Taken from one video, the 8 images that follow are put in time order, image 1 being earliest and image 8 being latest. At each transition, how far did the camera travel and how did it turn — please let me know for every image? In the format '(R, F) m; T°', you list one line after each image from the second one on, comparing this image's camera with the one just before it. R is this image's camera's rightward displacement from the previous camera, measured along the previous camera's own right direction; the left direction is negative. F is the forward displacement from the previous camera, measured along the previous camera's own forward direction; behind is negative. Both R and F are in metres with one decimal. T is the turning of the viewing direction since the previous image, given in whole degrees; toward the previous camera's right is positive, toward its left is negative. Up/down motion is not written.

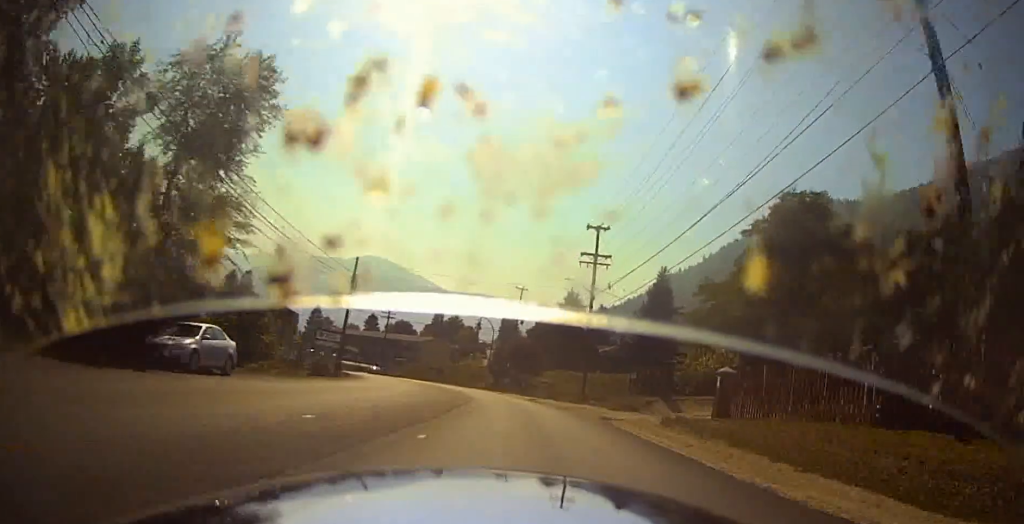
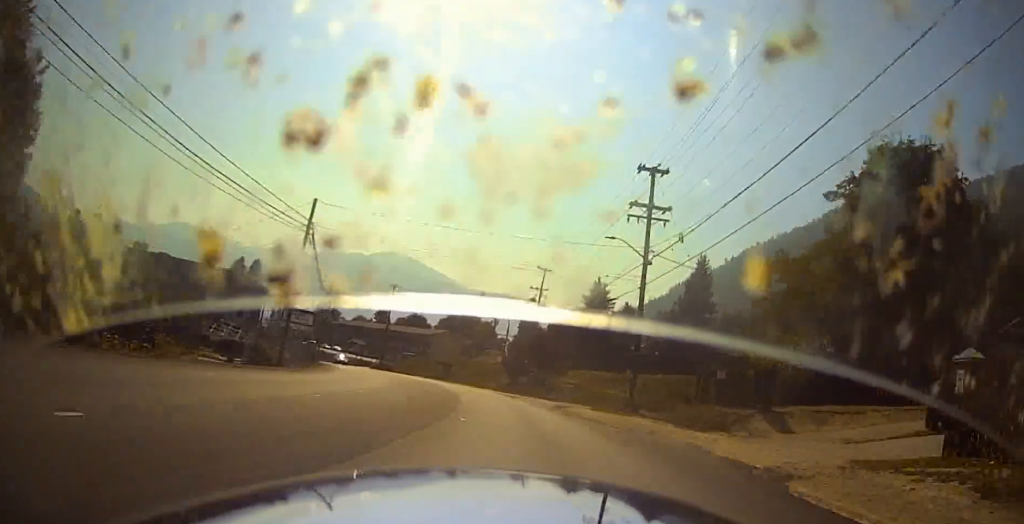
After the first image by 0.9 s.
(-0.3, +16.1) m; -2°
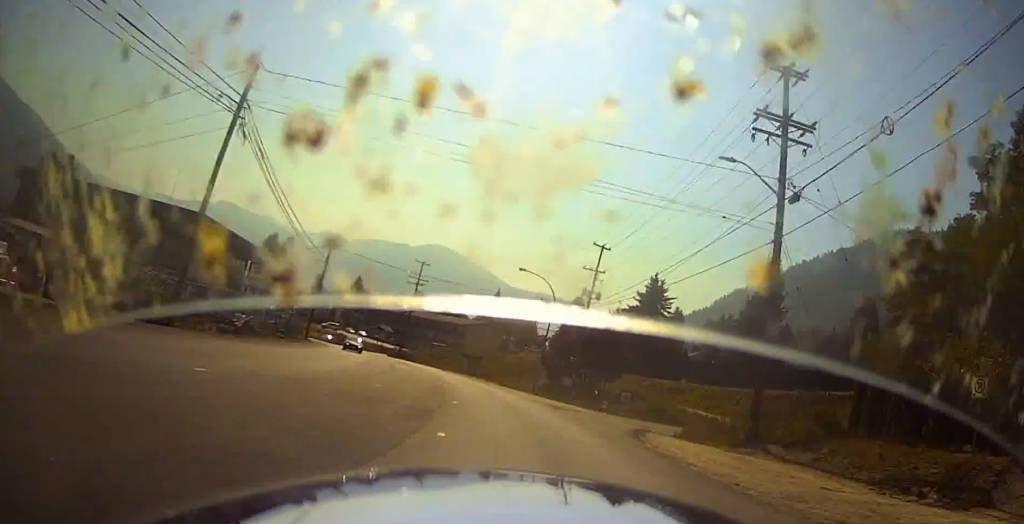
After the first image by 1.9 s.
(+0.1, +15.8) m; -4°
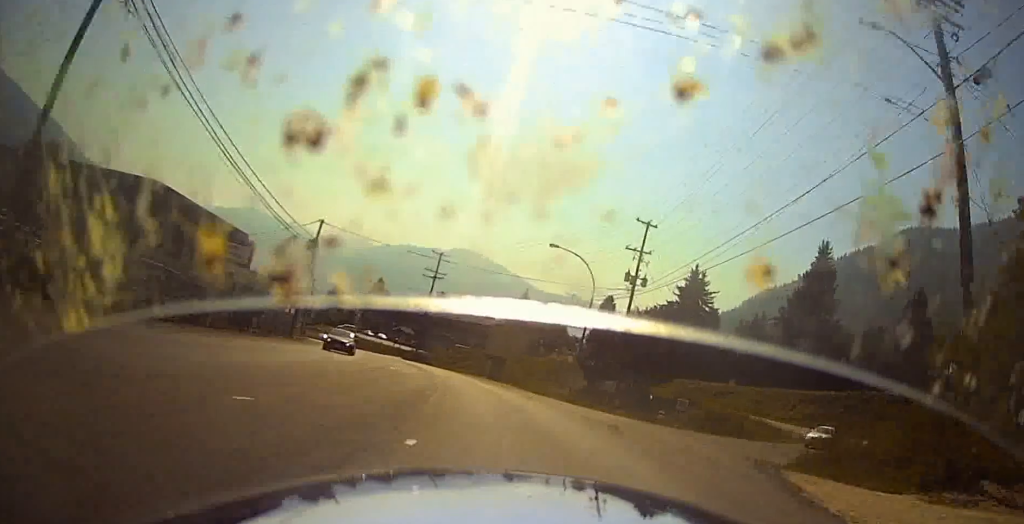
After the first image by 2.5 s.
(-0.5, +10.7) m; -6°
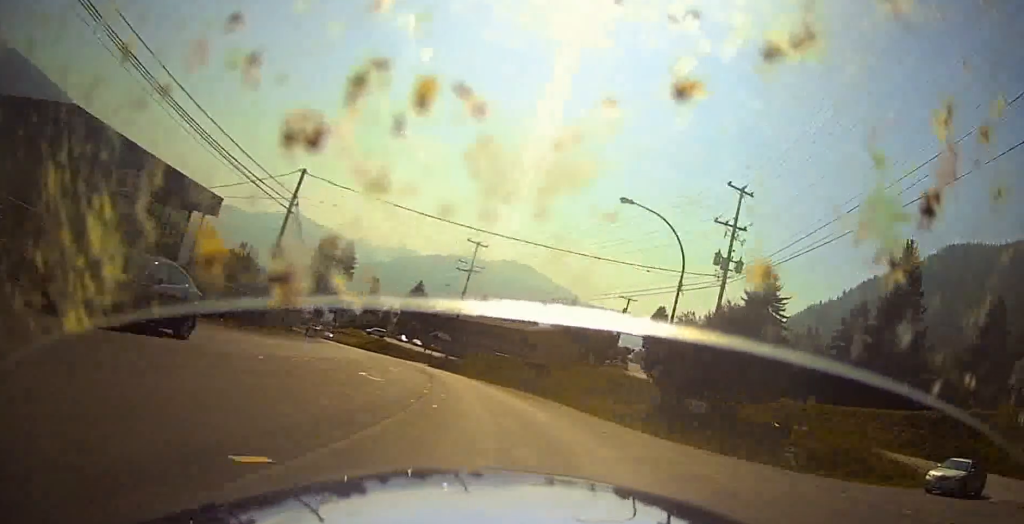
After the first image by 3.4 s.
(-1.0, +14.5) m; -7°
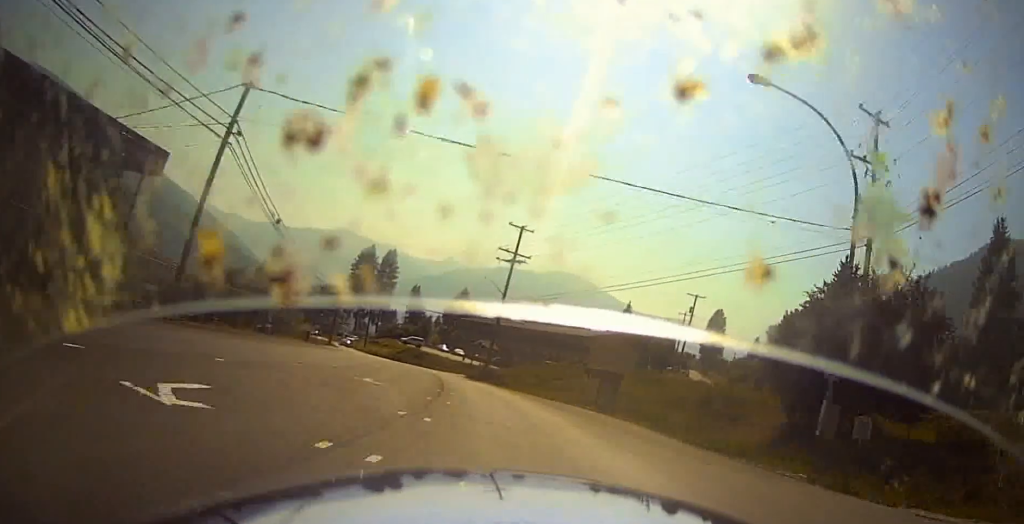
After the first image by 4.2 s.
(-1.0, +14.1) m; -12°
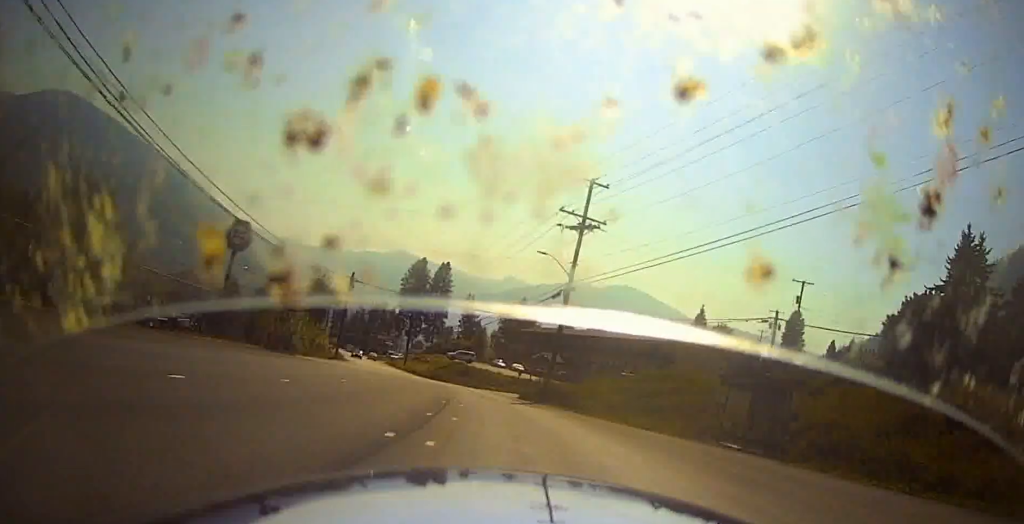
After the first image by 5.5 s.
(-3.6, +20.2) m; -15°
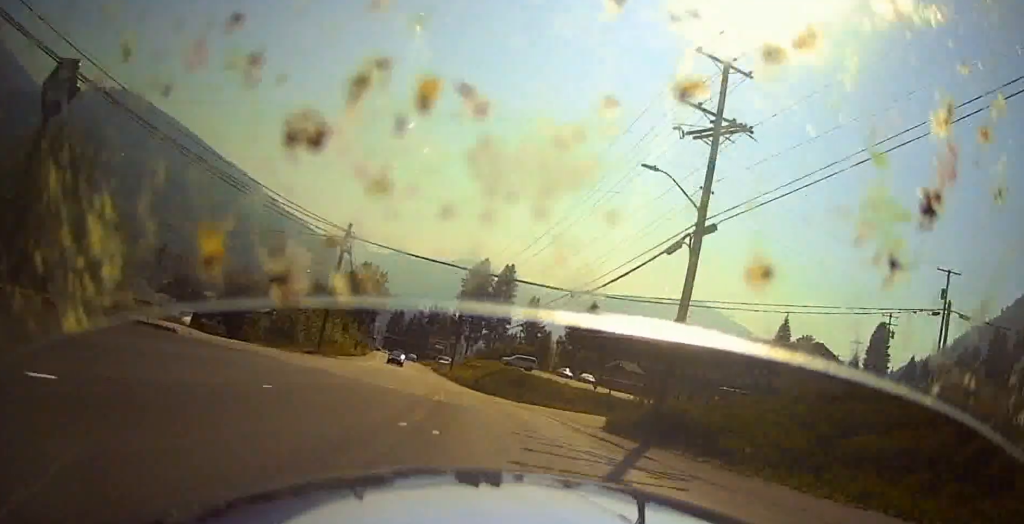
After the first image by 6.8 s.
(-0.1, +21.4) m; +1°
